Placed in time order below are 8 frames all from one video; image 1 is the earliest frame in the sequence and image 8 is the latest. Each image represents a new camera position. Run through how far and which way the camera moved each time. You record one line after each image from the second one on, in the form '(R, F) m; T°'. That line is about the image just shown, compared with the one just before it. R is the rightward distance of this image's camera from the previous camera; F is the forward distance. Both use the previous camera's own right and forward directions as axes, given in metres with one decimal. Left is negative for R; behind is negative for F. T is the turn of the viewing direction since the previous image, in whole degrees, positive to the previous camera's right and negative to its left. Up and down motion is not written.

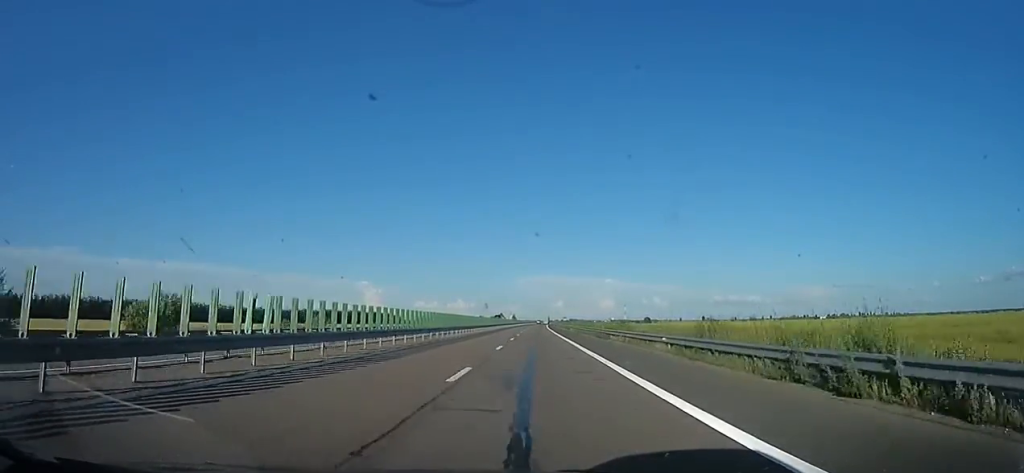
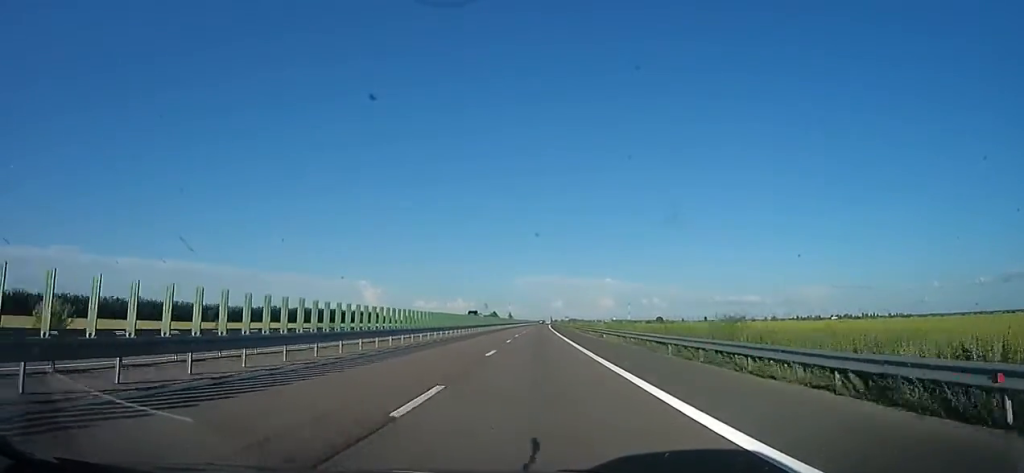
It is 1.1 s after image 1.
(0.0, +40.1) m; 0°
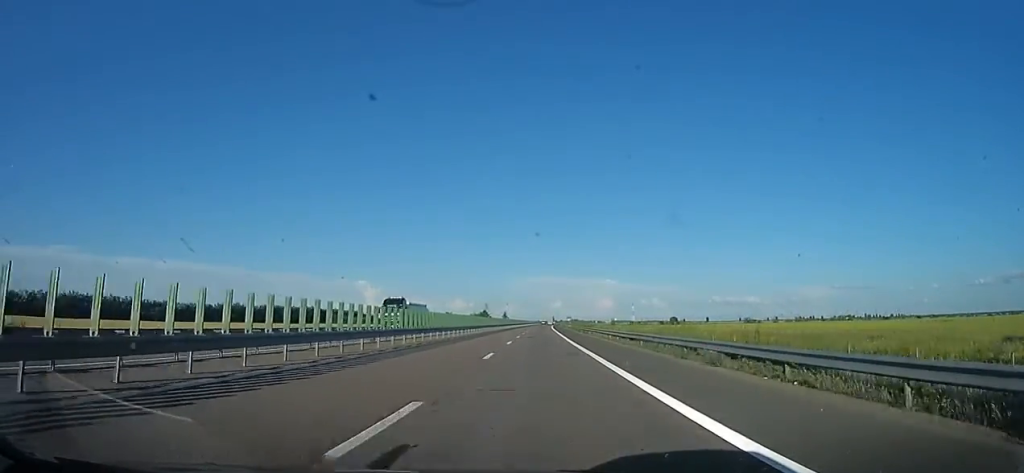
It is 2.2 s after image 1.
(0.0, +37.9) m; 0°
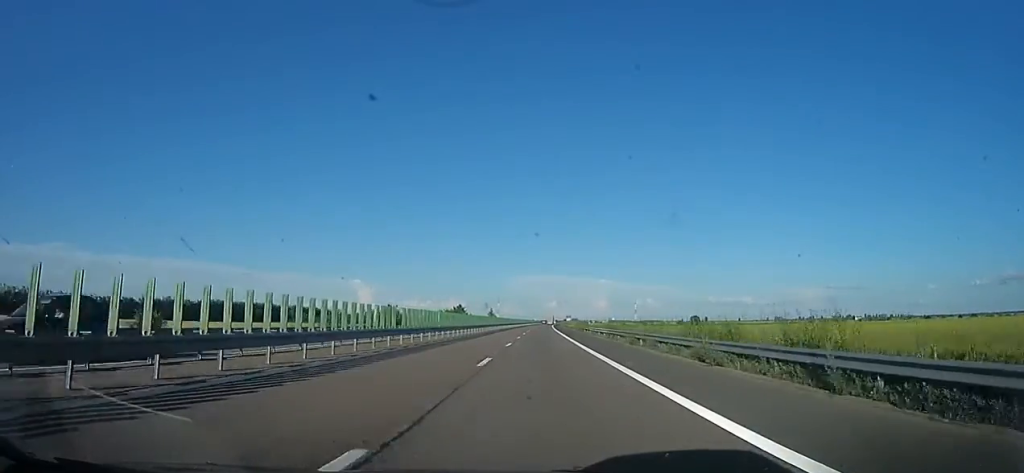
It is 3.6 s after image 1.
(0.0, +51.1) m; 0°
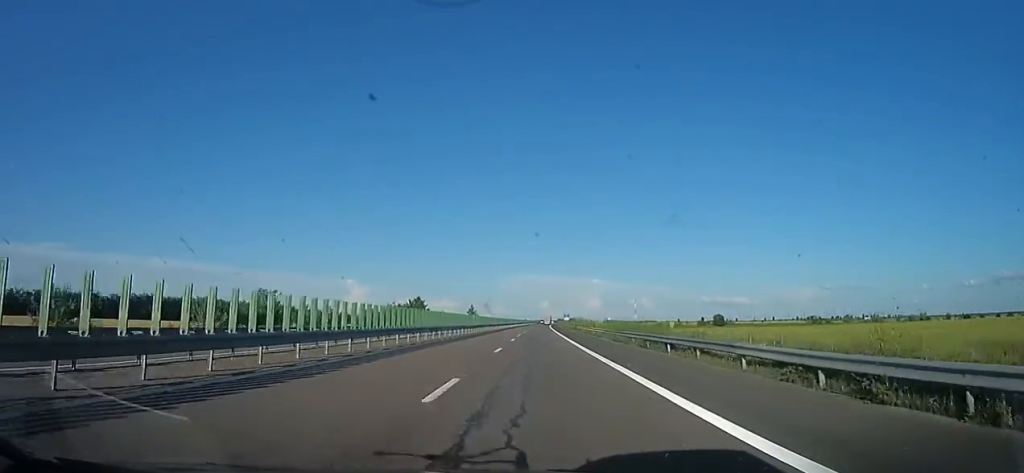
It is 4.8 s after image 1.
(0.0, +42.4) m; 0°
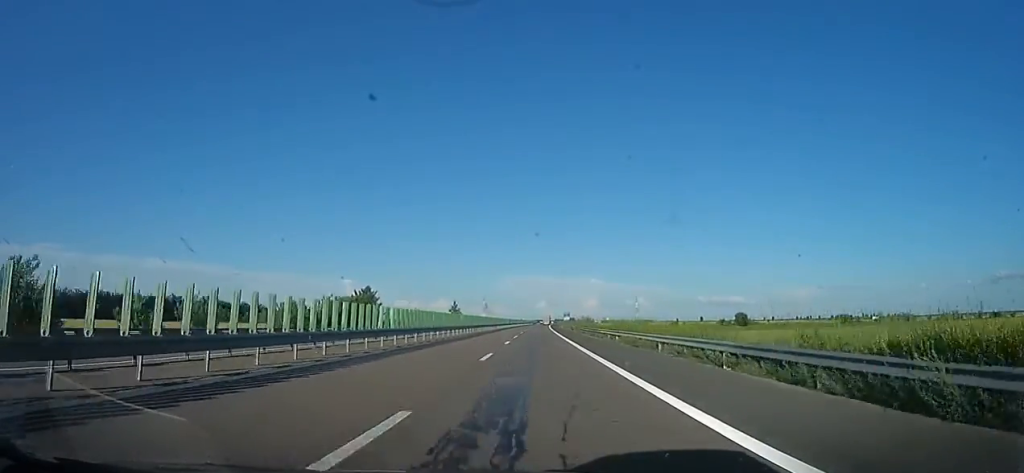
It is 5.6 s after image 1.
(0.0, +28.0) m; 0°
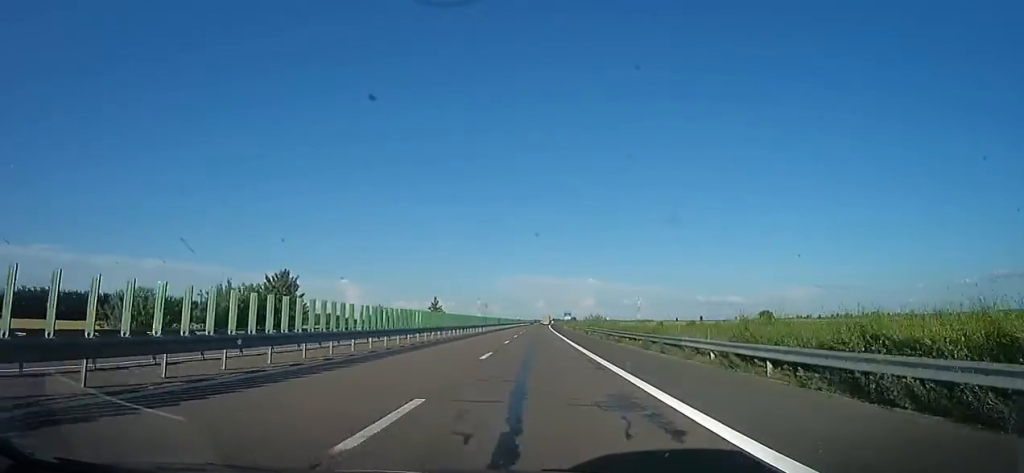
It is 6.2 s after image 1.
(0.0, +23.1) m; 0°
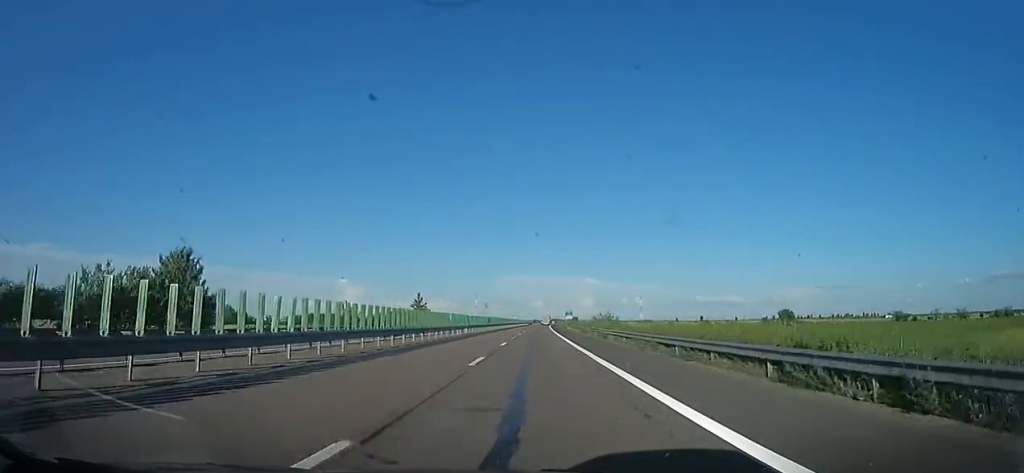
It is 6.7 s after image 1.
(0.0, +14.8) m; 0°
